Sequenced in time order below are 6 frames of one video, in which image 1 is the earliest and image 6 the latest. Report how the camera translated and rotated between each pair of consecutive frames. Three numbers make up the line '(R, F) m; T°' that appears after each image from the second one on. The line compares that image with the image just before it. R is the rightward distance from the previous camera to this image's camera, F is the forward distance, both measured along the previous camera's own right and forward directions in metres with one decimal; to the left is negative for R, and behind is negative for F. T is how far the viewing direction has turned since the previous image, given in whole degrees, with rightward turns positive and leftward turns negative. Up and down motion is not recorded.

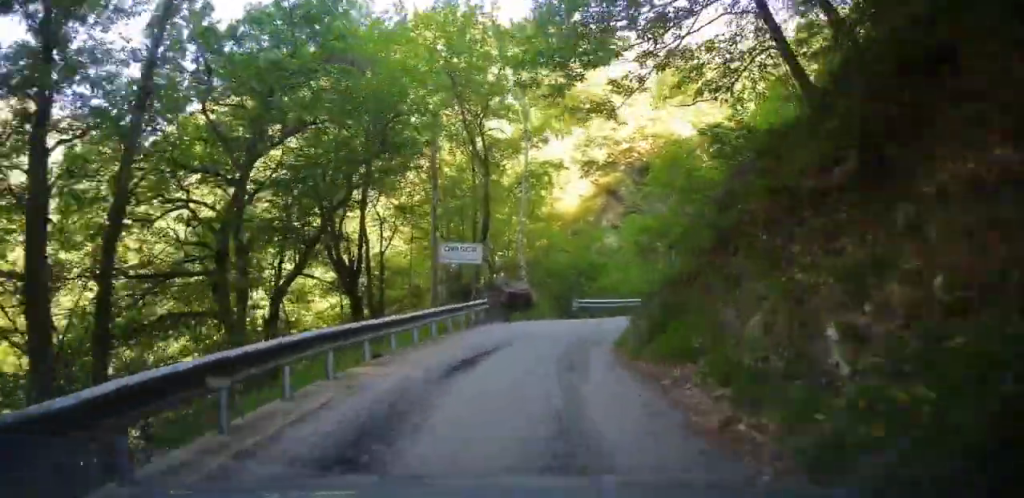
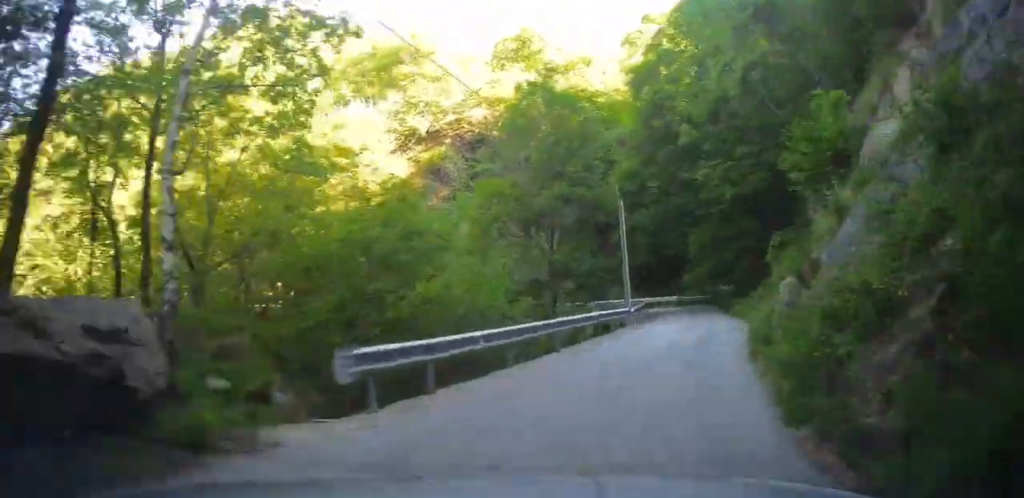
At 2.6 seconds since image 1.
(+2.1, +13.5) m; +20°
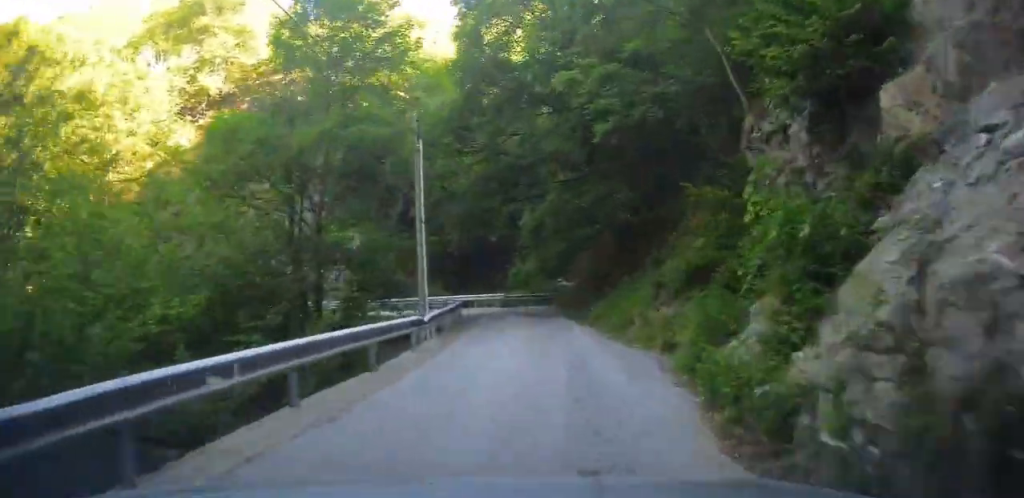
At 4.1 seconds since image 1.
(+0.6, +8.0) m; +13°
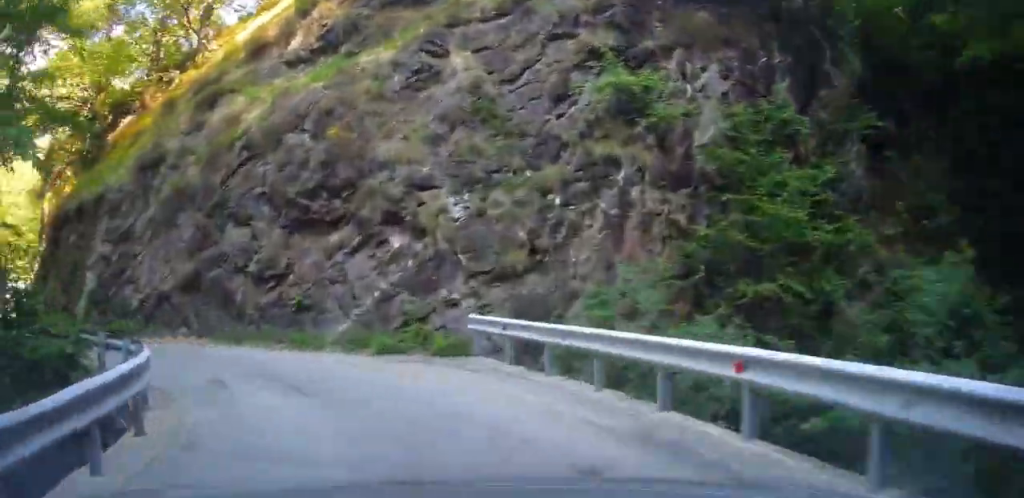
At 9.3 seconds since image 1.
(-6.7, +31.7) m; -56°
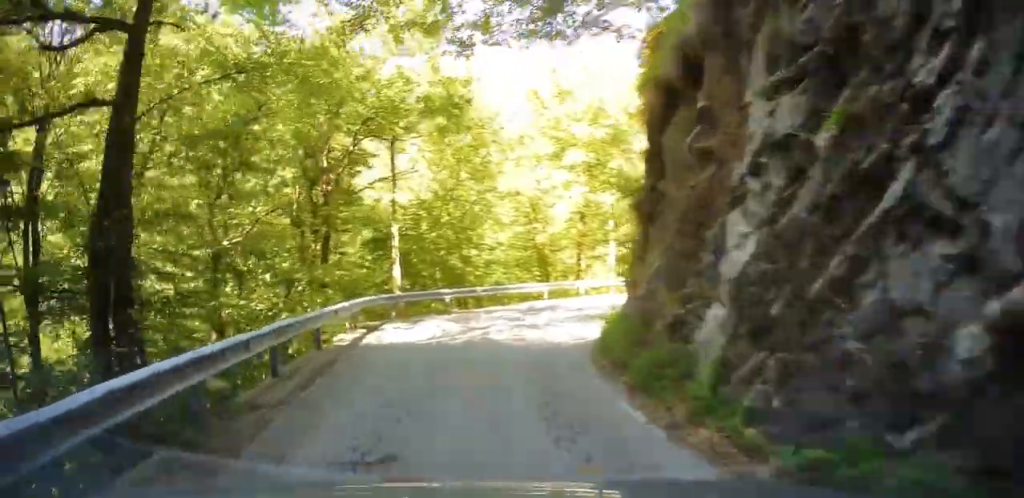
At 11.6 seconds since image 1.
(-6.5, +14.0) m; -32°
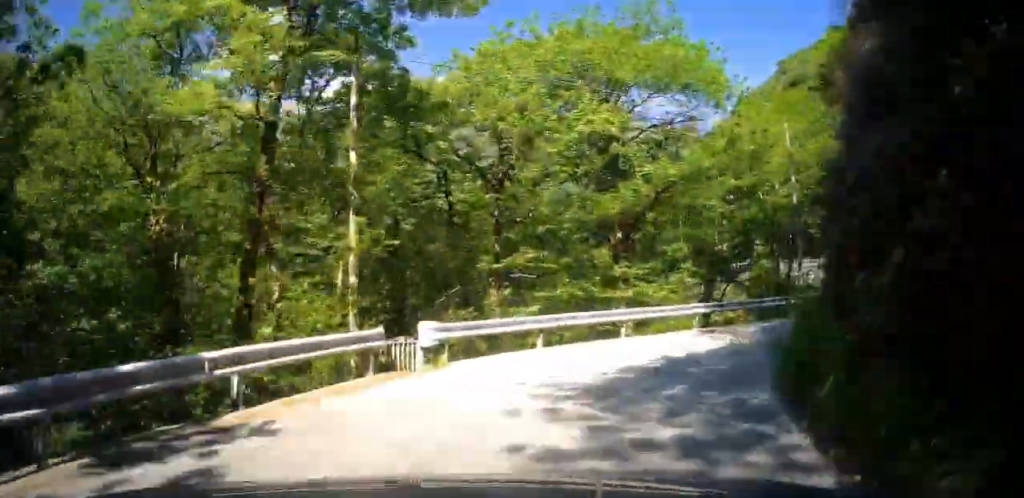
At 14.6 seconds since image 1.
(+0.3, +22.2) m; +12°
